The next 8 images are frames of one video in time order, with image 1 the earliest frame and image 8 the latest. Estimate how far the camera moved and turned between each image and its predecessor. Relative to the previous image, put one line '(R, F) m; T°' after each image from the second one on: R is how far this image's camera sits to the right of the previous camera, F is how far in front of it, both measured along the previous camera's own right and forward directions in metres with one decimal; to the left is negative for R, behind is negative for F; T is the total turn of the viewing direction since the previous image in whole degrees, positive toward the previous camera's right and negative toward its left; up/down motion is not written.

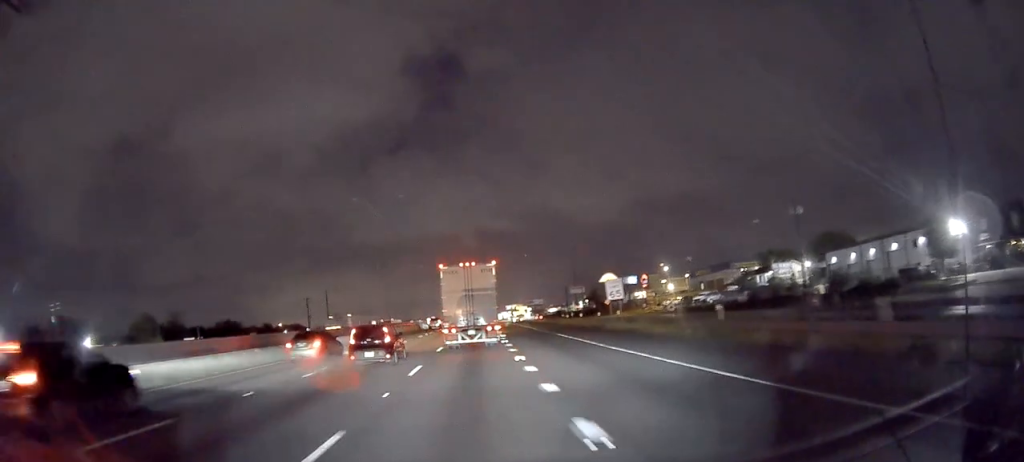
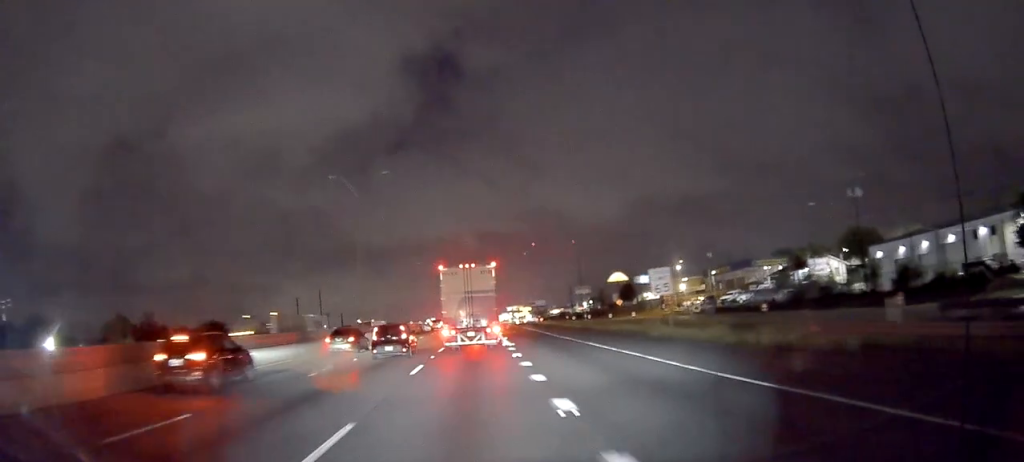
(+0.2, +11.8) m; -1°
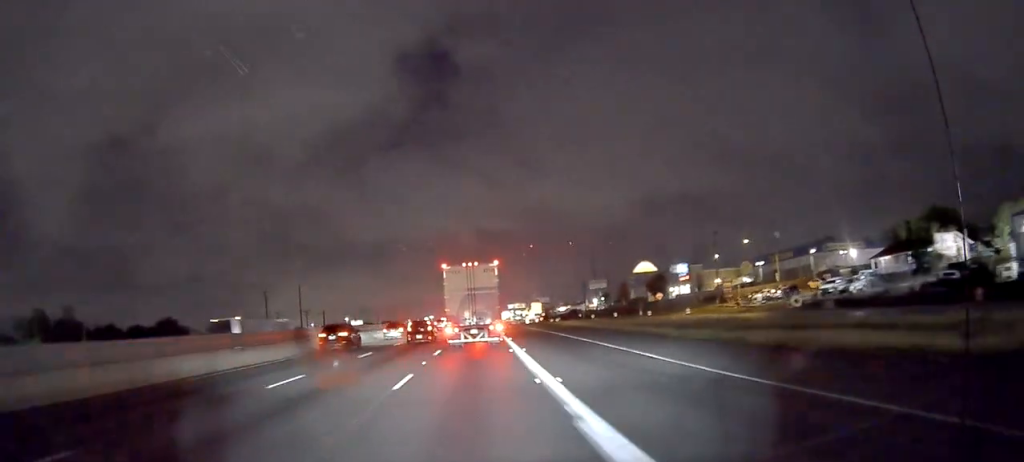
(-0.6, +28.6) m; 0°
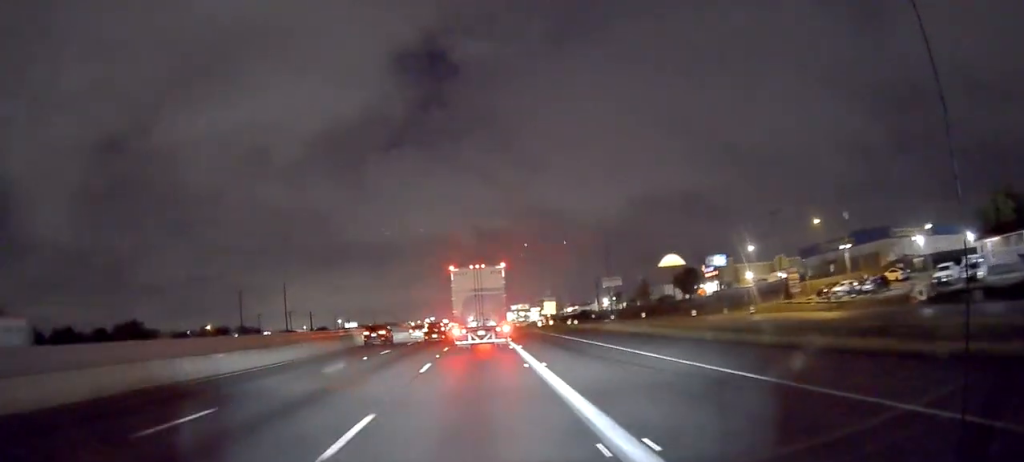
(+0.5, +19.4) m; +1°
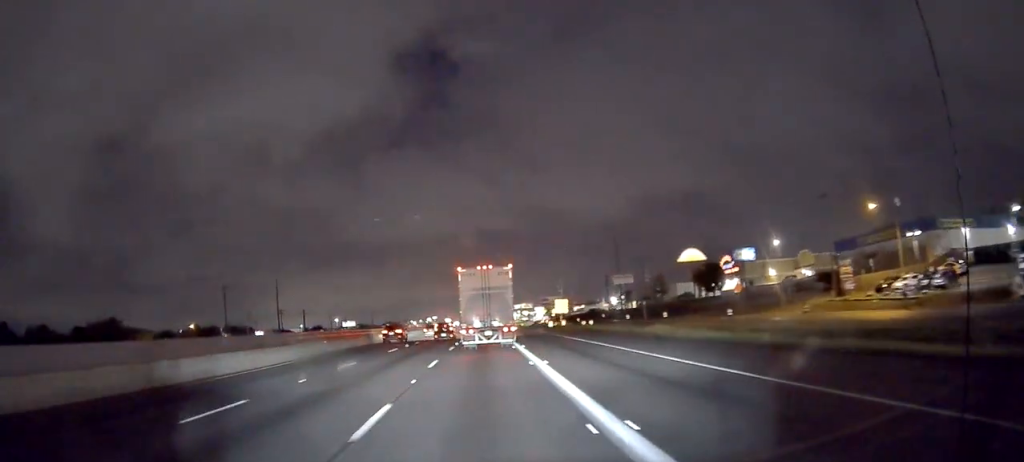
(+0.1, +10.7) m; -1°
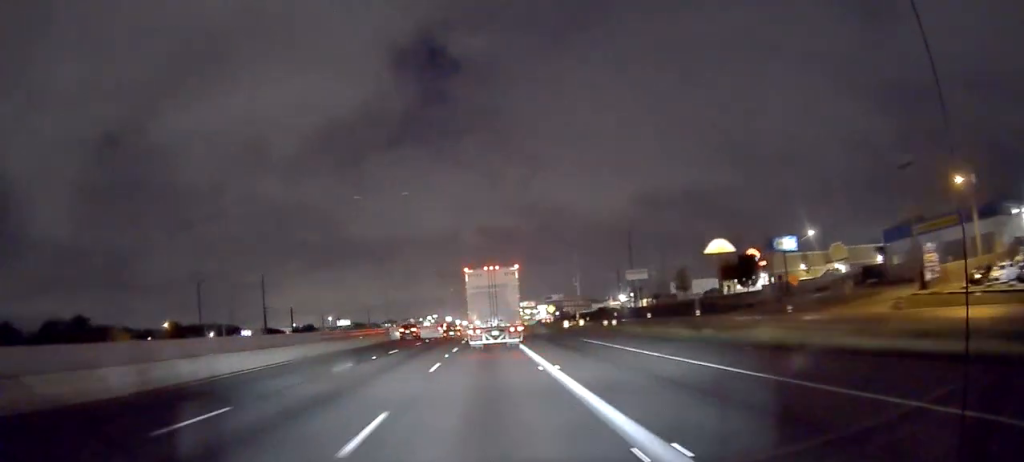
(-0.1, +13.6) m; -1°
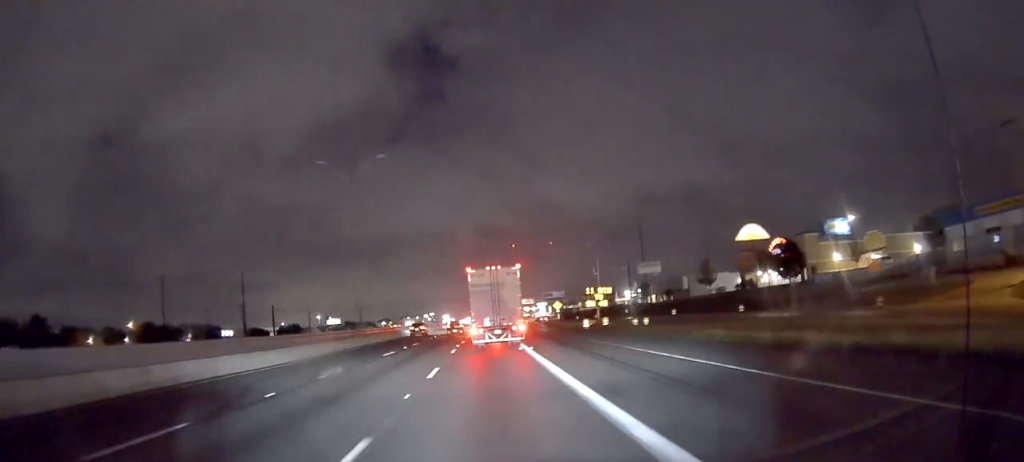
(-0.4, +14.3) m; -1°
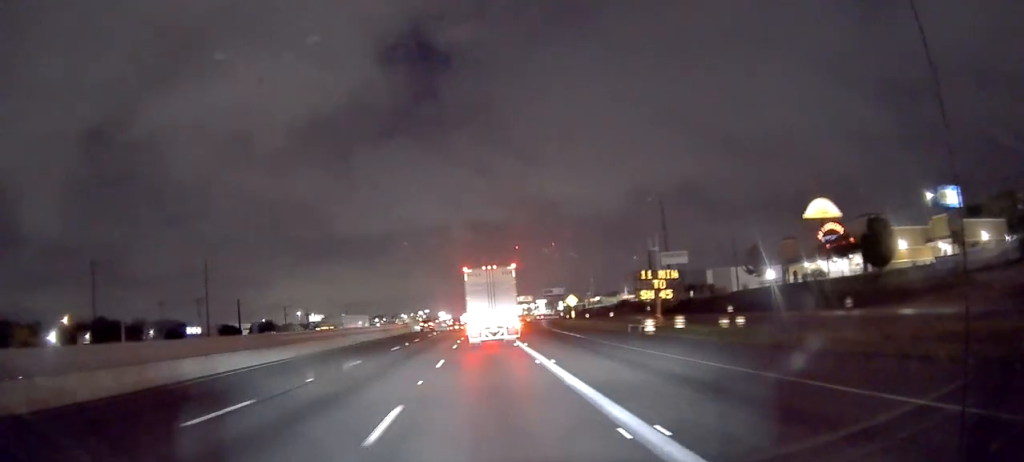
(0.0, +21.3) m; +2°
